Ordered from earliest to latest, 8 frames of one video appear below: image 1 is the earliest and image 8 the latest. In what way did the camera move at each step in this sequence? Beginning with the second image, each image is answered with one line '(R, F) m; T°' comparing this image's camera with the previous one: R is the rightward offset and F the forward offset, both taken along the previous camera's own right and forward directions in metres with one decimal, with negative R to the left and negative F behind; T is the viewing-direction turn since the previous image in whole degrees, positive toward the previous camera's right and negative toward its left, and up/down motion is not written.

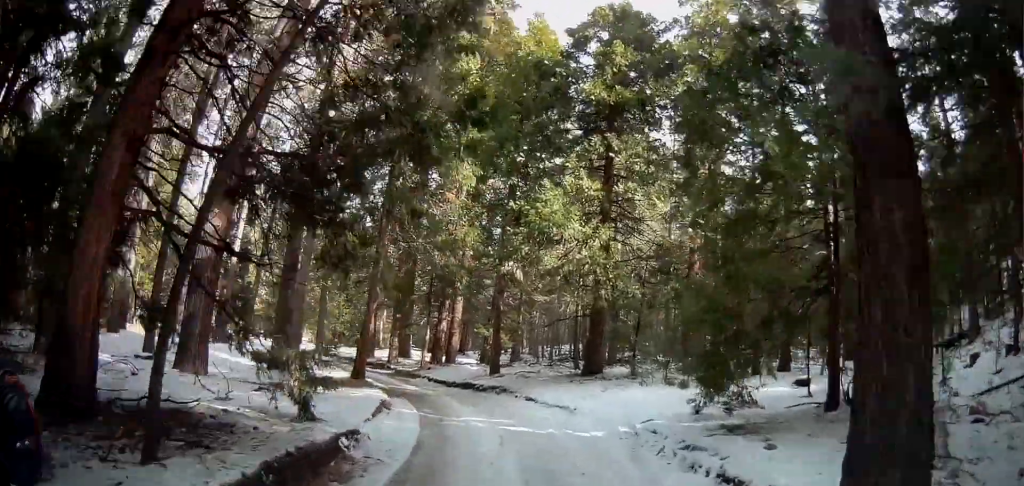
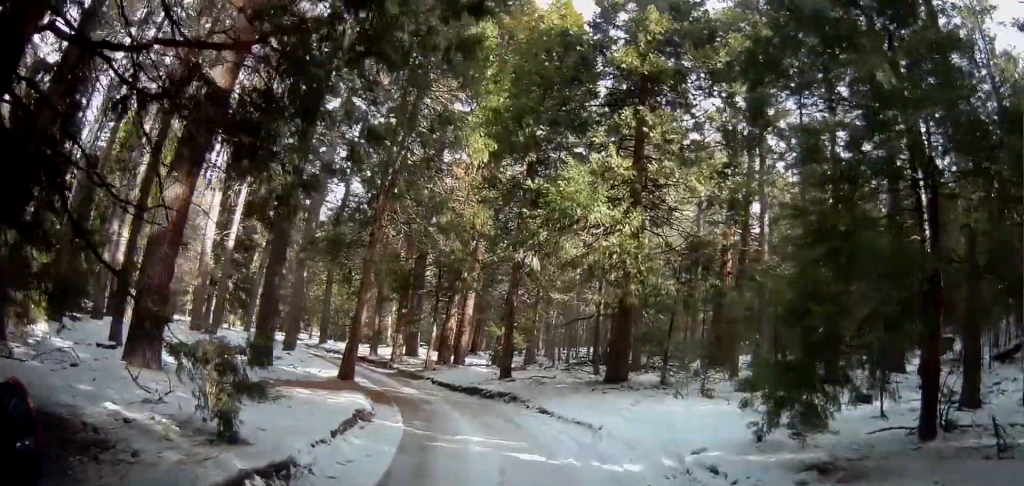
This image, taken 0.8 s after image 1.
(0.0, +2.7) m; 0°
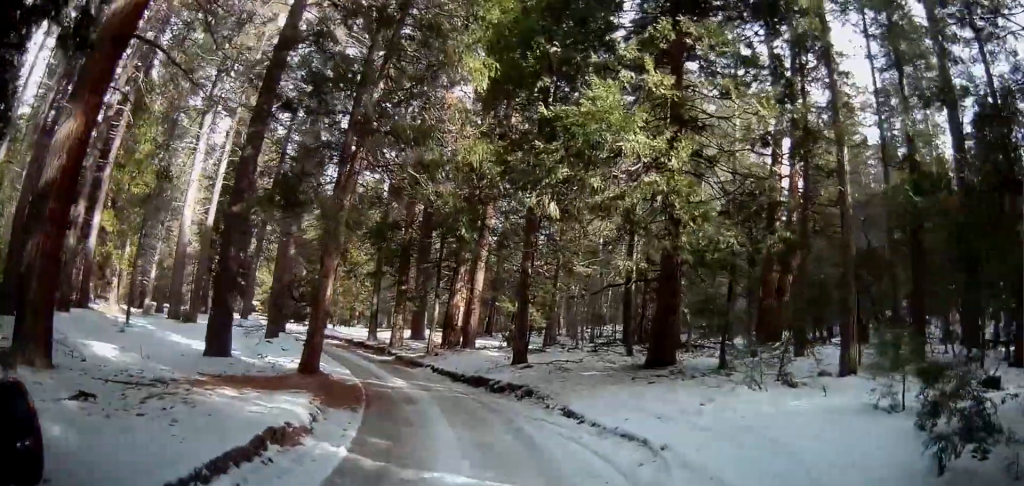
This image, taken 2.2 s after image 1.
(0.0, +4.7) m; 0°
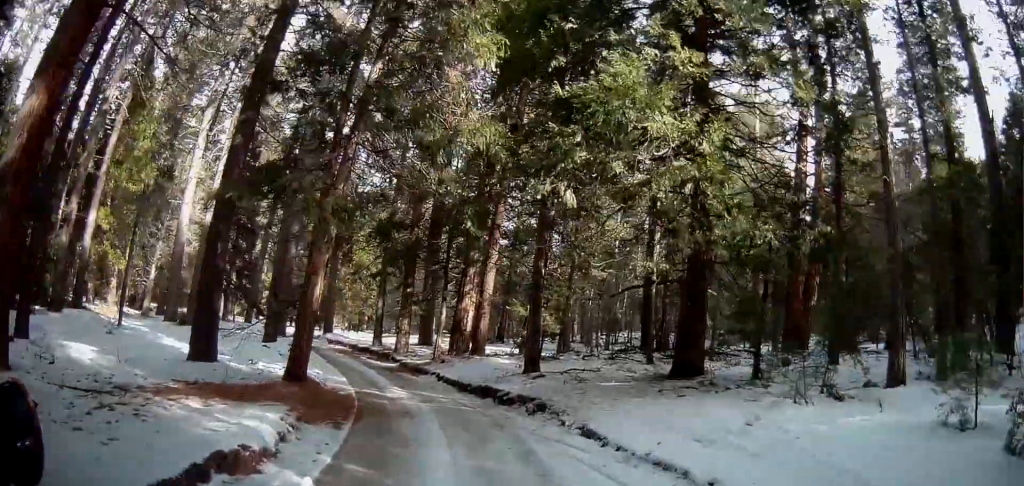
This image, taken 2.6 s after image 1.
(0.0, +1.9) m; 0°
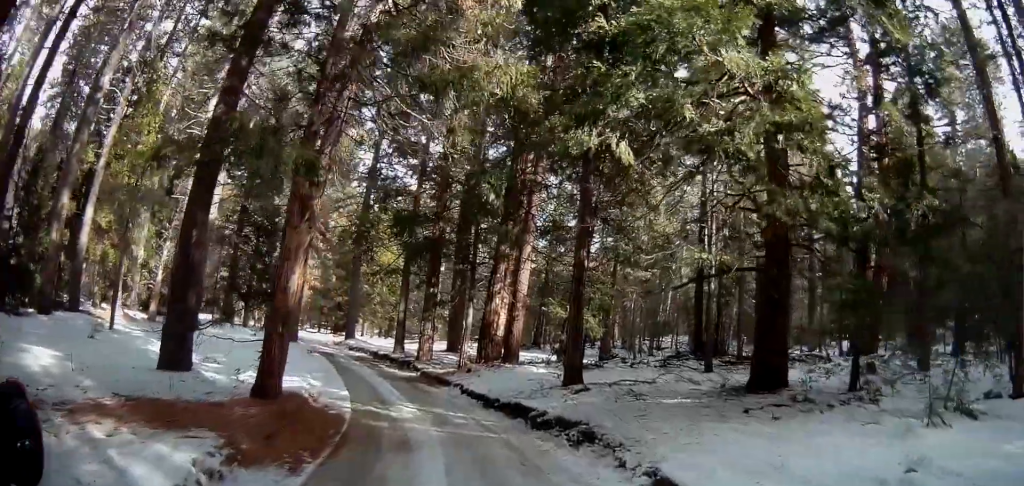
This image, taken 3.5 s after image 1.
(0.0, +3.8) m; -2°
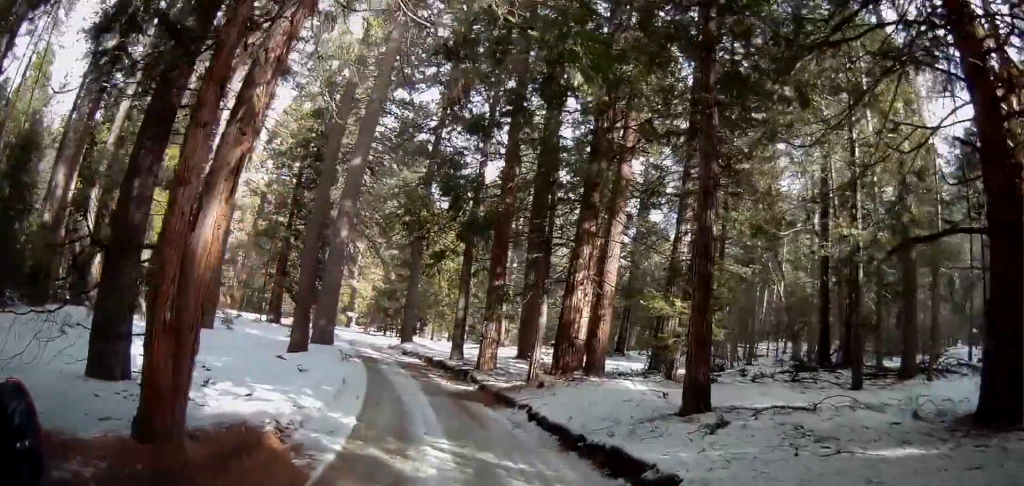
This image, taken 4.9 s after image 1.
(-0.6, +6.9) m; -10°
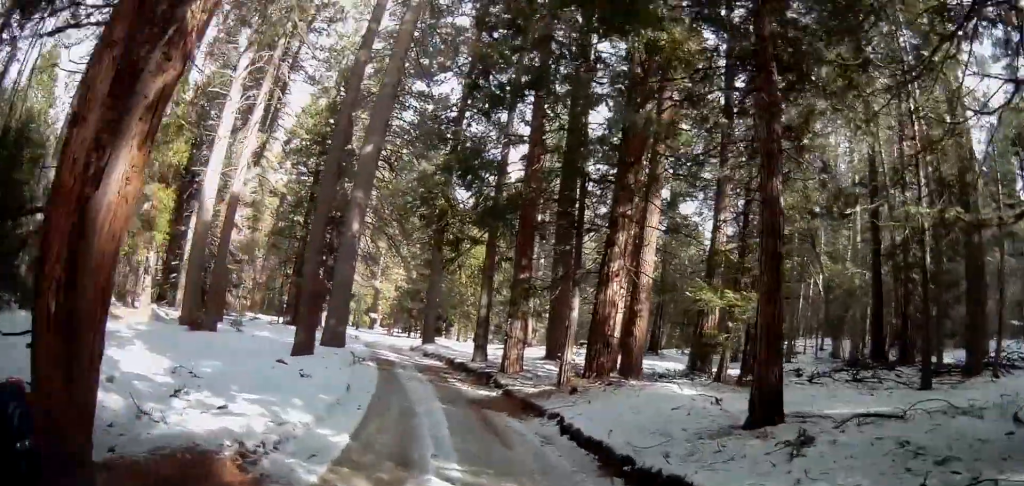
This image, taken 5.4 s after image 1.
(-0.1, +2.5) m; -5°
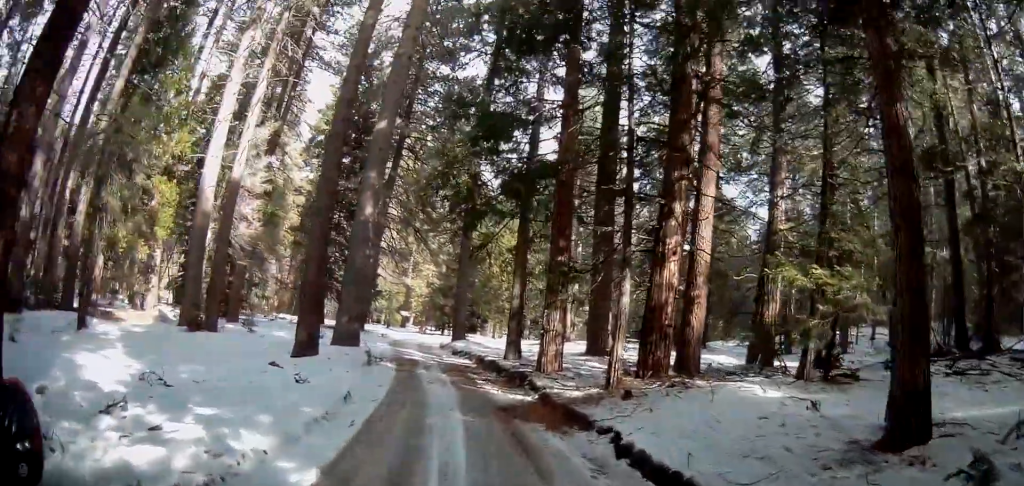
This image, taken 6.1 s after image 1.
(-0.2, +3.2) m; 0°
